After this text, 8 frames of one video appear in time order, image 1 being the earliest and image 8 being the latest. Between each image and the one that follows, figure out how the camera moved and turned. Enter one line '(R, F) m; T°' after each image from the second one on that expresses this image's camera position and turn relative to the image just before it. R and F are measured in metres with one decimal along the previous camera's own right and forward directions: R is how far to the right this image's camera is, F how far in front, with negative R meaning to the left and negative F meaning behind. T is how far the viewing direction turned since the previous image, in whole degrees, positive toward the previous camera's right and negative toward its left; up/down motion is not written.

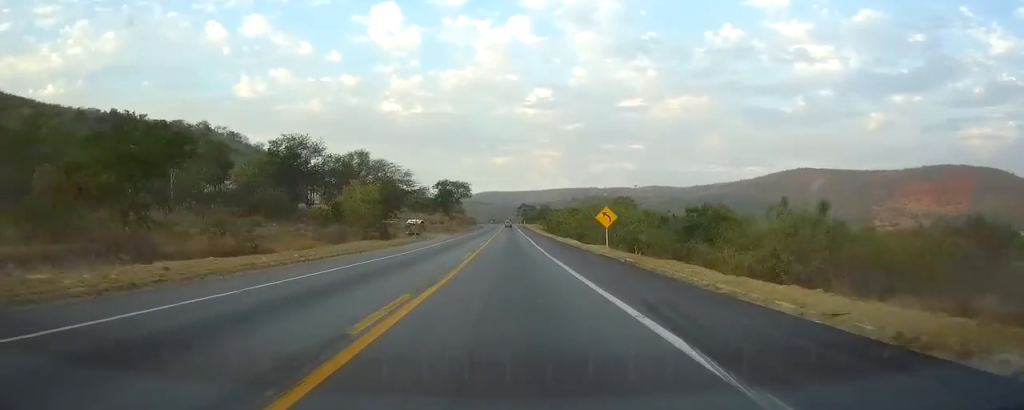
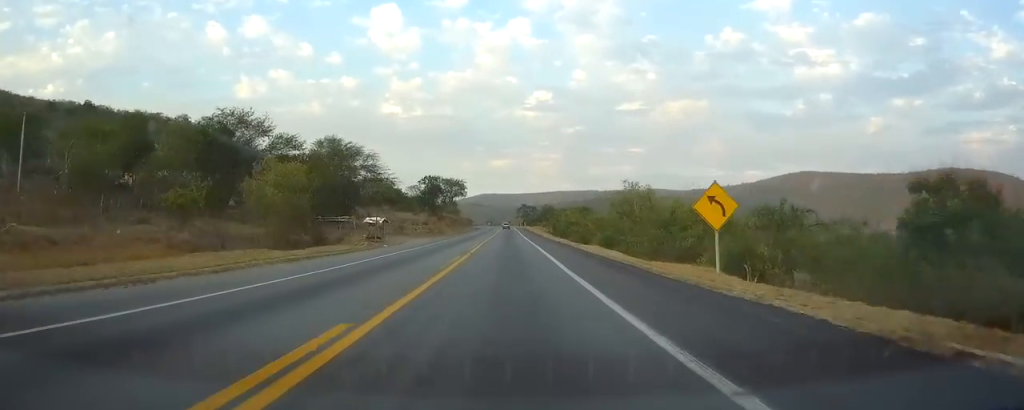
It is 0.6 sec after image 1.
(0.0, +22.8) m; 0°
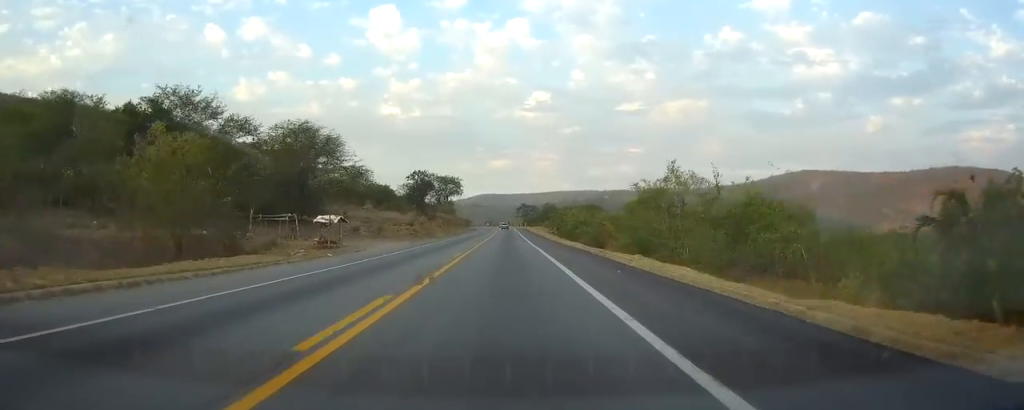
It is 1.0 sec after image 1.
(0.0, +14.4) m; 0°
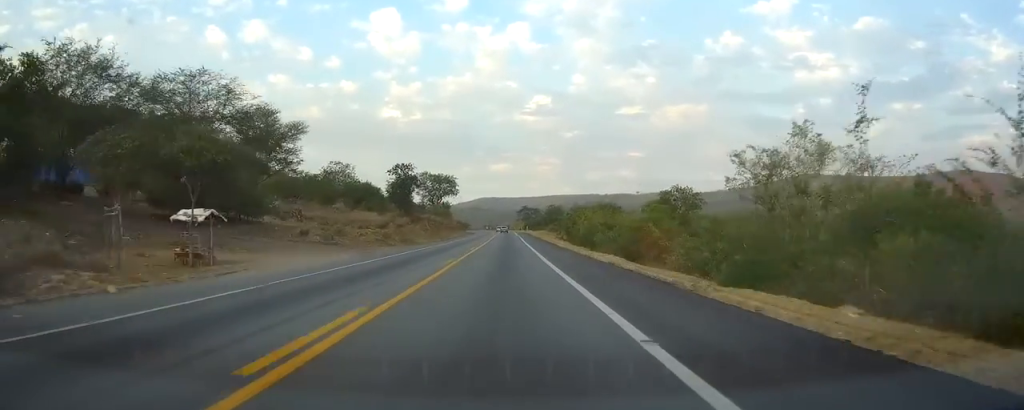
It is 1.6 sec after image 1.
(0.0, +19.0) m; 0°
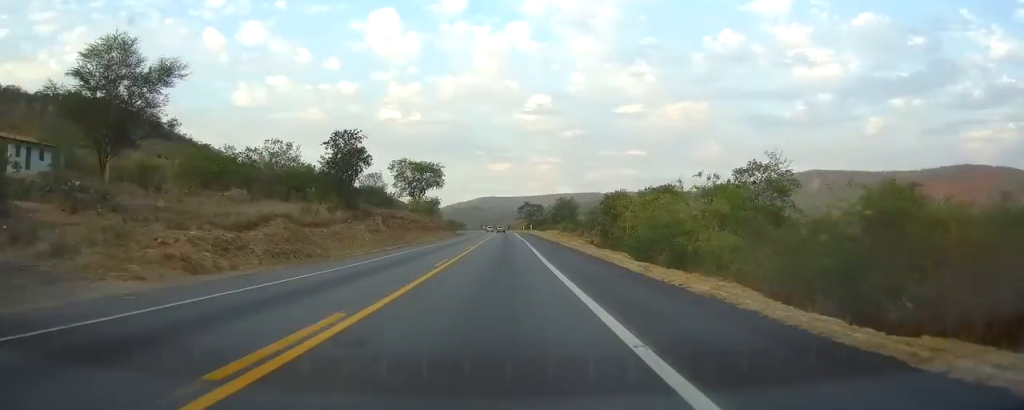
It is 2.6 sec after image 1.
(0.0, +35.3) m; 0°
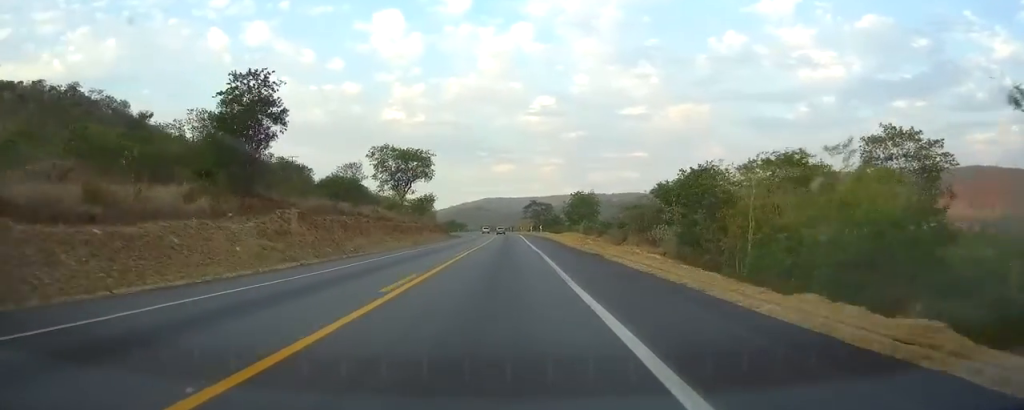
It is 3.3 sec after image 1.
(0.0, +26.8) m; 0°
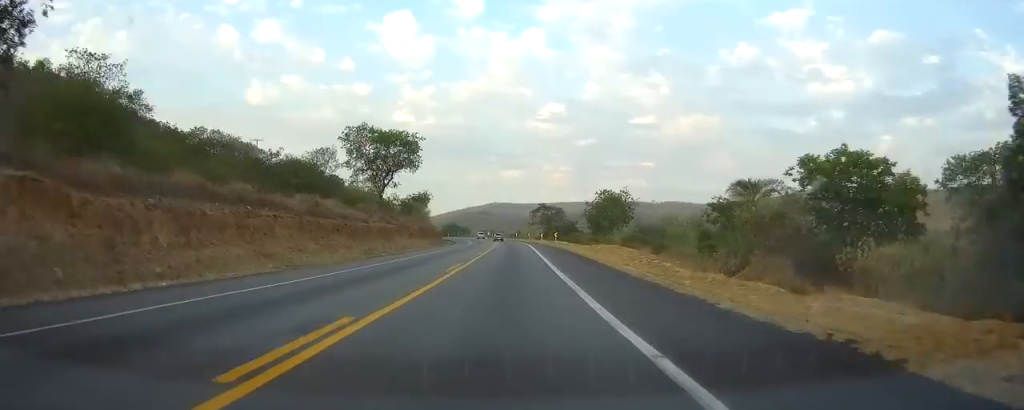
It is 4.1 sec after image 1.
(0.0, +25.4) m; 0°
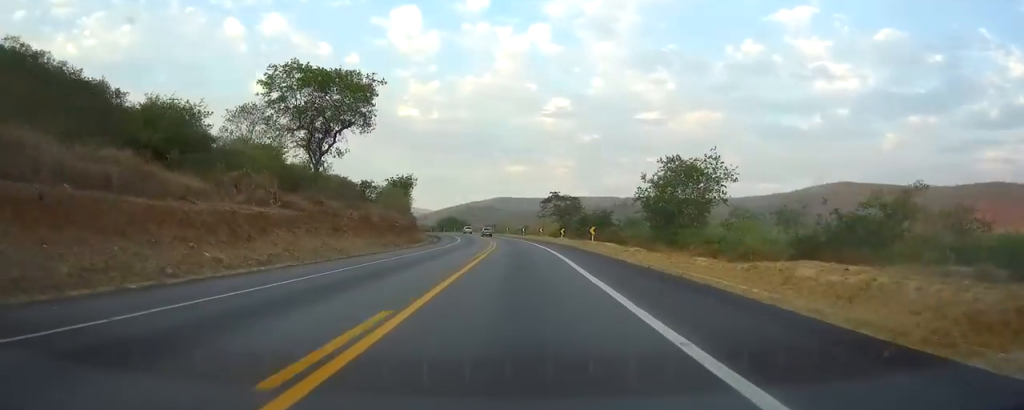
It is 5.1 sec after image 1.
(0.0, +34.6) m; 0°
